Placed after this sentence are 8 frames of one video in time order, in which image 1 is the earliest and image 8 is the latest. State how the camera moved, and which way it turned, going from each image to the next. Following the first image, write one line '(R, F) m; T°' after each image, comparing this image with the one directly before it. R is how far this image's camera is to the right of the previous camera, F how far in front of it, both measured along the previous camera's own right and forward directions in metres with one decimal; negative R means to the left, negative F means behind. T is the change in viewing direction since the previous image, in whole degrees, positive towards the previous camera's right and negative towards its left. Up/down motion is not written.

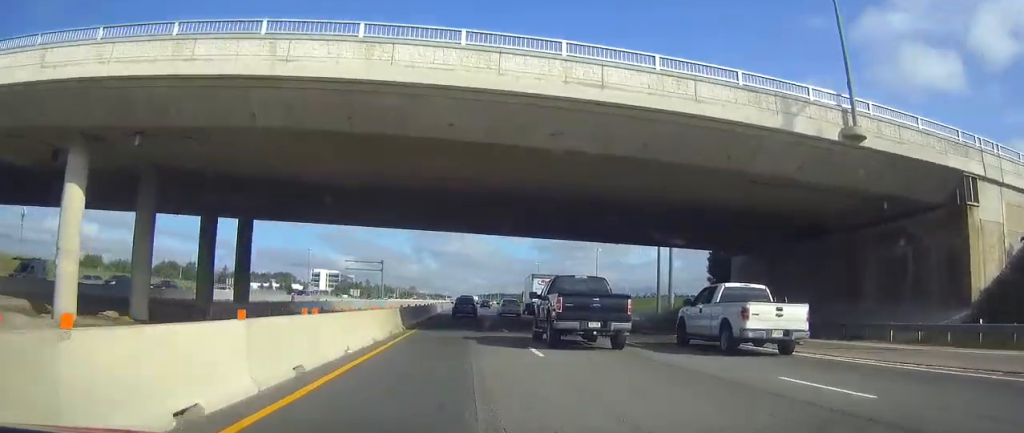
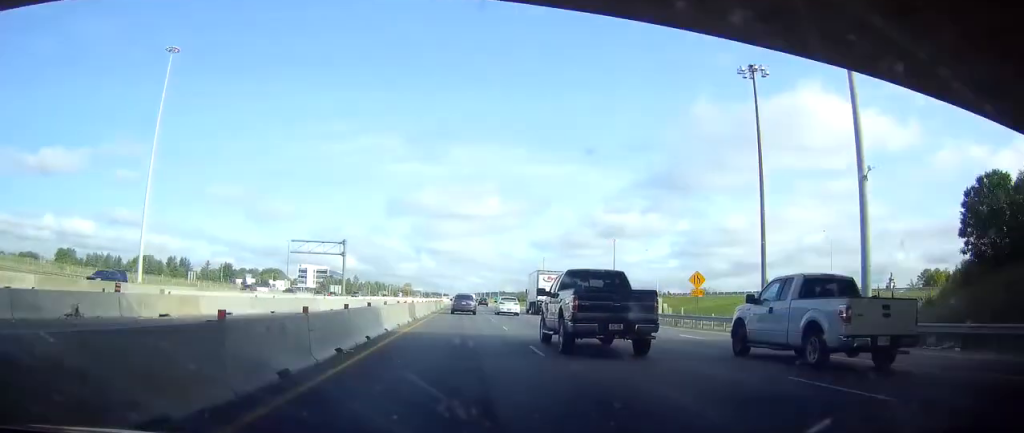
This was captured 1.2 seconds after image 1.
(+0.1, +37.0) m; 0°
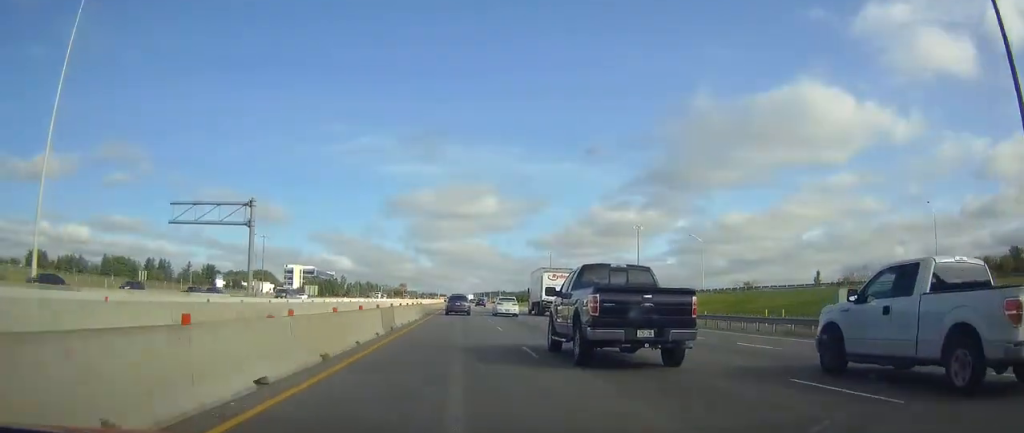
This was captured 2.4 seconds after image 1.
(0.0, +37.1) m; 0°
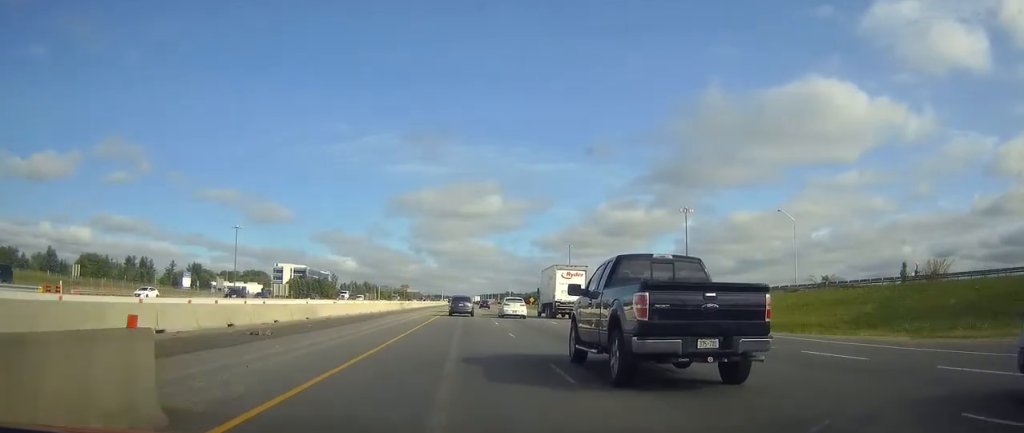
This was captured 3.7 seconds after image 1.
(0.0, +41.2) m; 0°
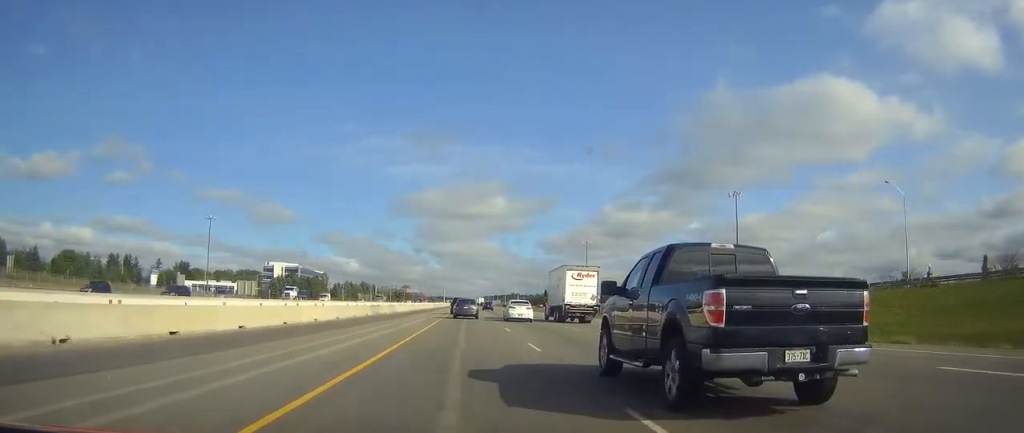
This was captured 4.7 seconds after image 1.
(0.0, +30.0) m; 0°
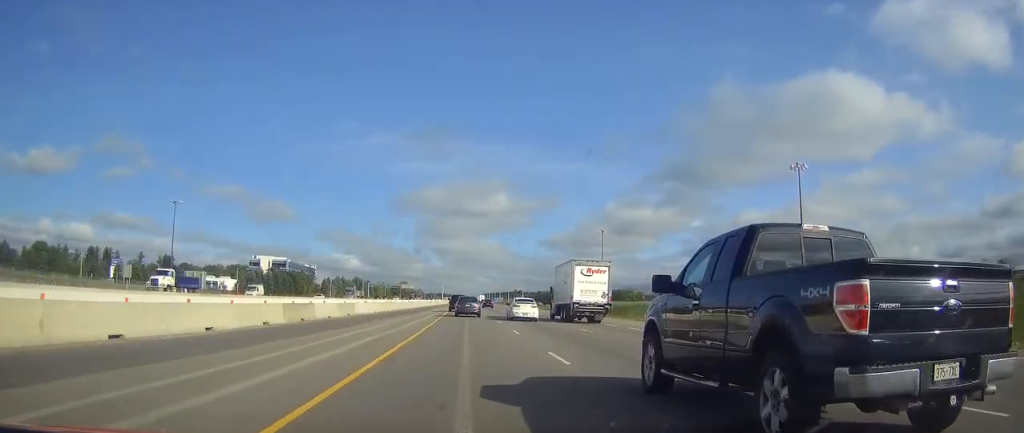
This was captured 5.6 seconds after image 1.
(0.0, +28.0) m; 0°
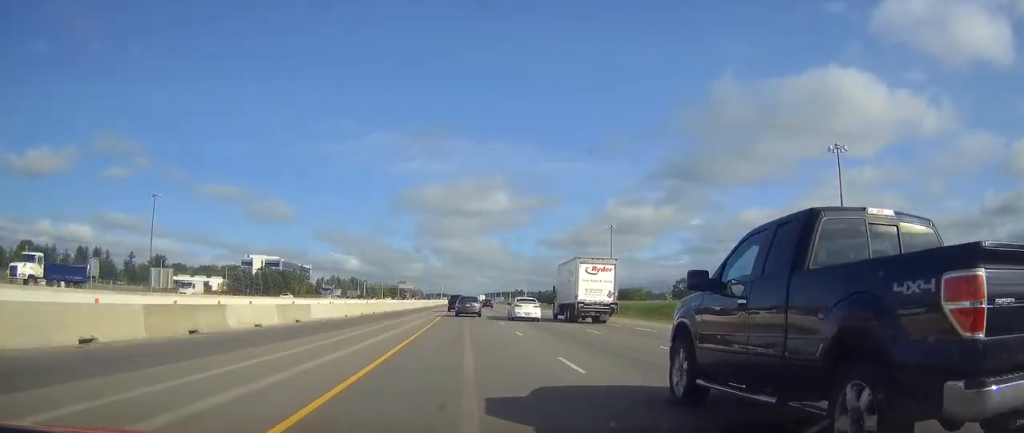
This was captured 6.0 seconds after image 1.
(0.0, +13.5) m; 0°
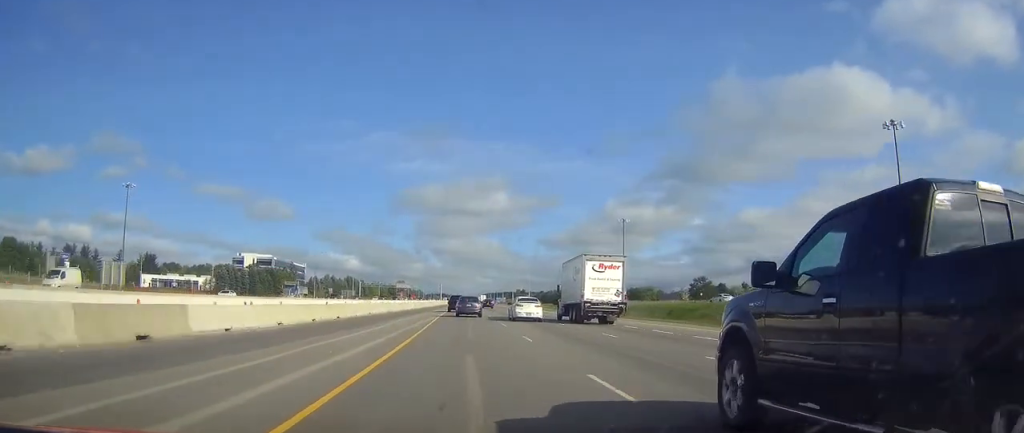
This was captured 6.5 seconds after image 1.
(-0.1, +15.6) m; 0°
